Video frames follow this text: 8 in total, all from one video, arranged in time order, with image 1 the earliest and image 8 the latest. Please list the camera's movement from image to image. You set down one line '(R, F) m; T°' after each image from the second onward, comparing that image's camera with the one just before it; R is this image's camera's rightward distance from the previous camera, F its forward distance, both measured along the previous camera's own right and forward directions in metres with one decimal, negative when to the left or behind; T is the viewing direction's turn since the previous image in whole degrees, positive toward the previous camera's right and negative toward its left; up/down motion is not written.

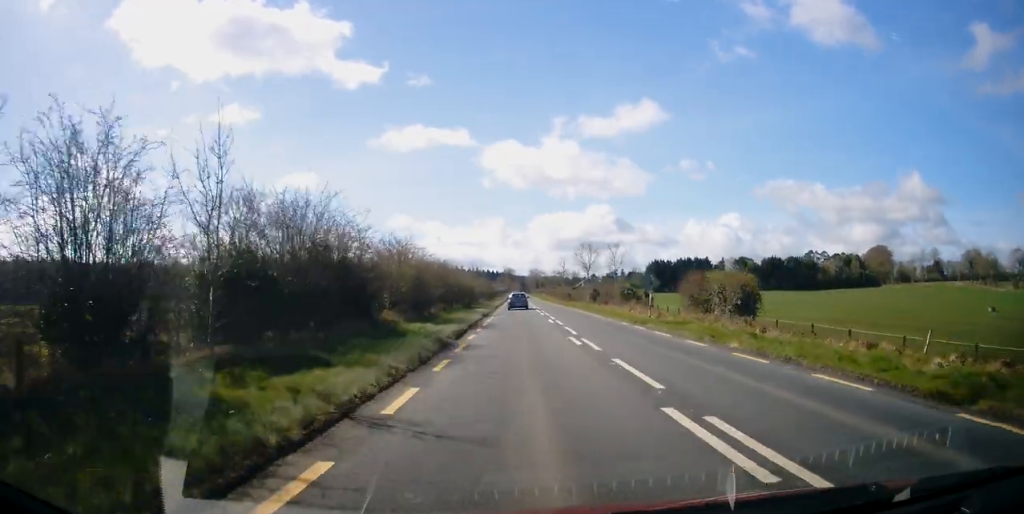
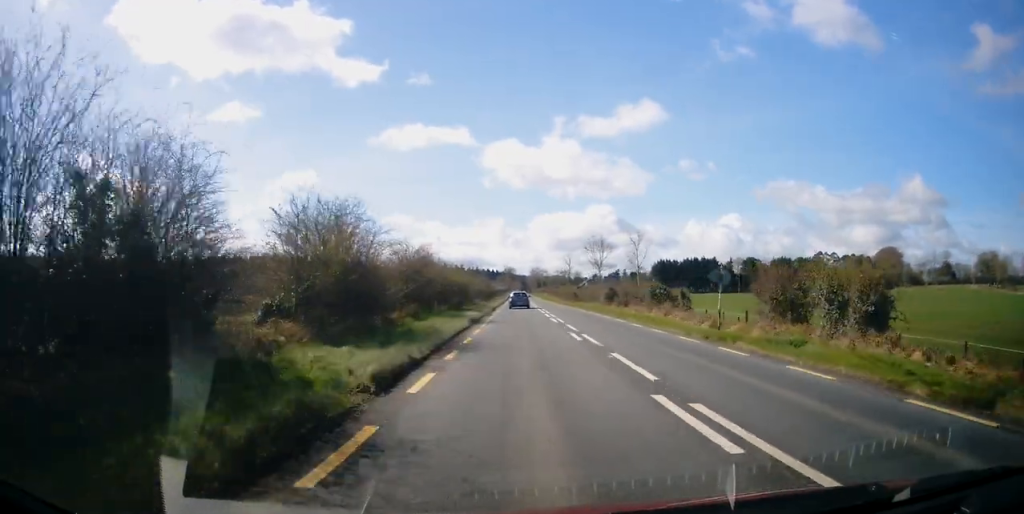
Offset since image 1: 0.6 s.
(-0.1, +10.9) m; 0°
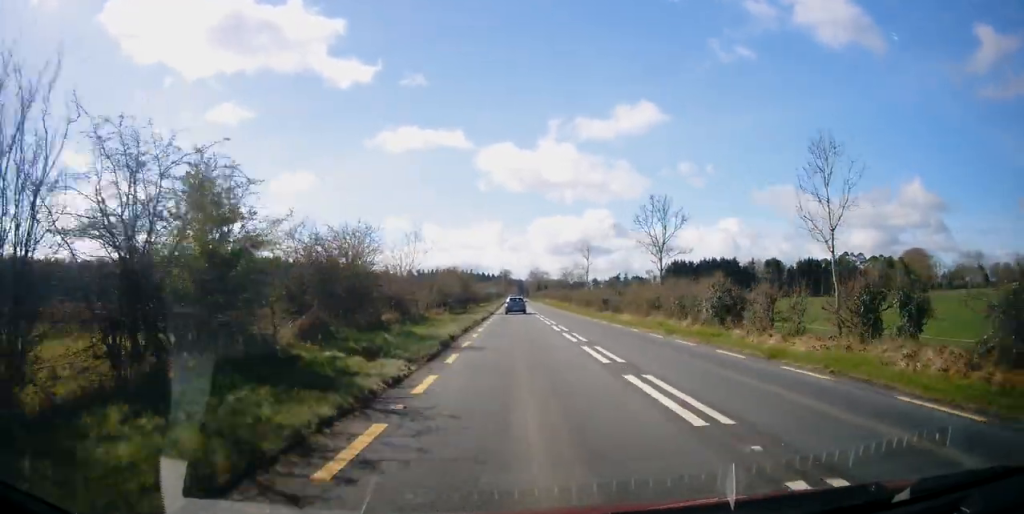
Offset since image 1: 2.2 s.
(+0.7, +32.2) m; +1°
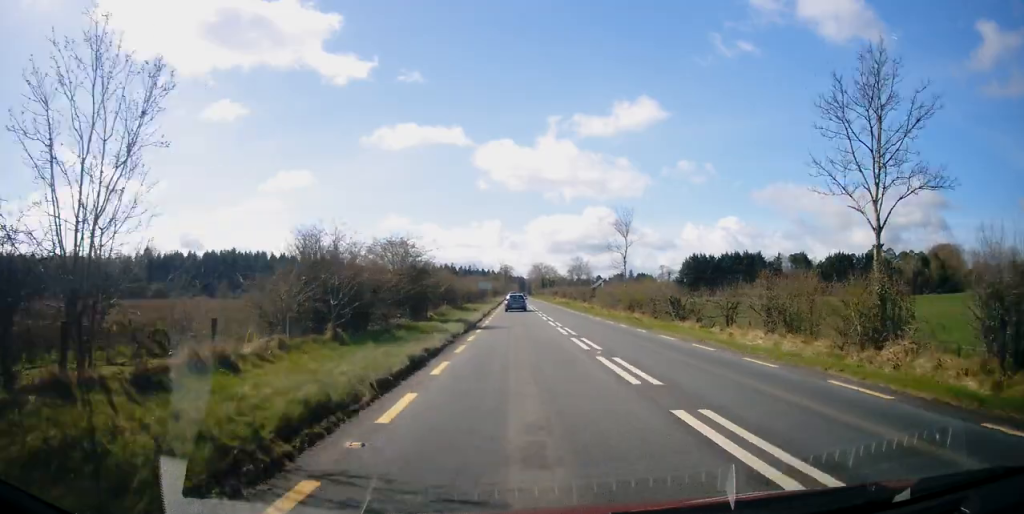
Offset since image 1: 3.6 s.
(-0.1, +26.5) m; 0°
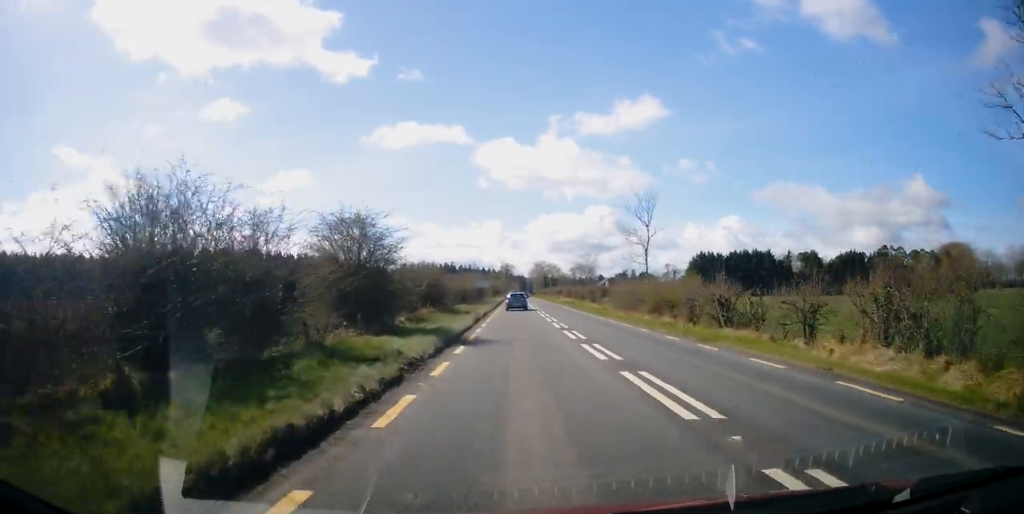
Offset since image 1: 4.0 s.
(0.0, +8.4) m; 0°
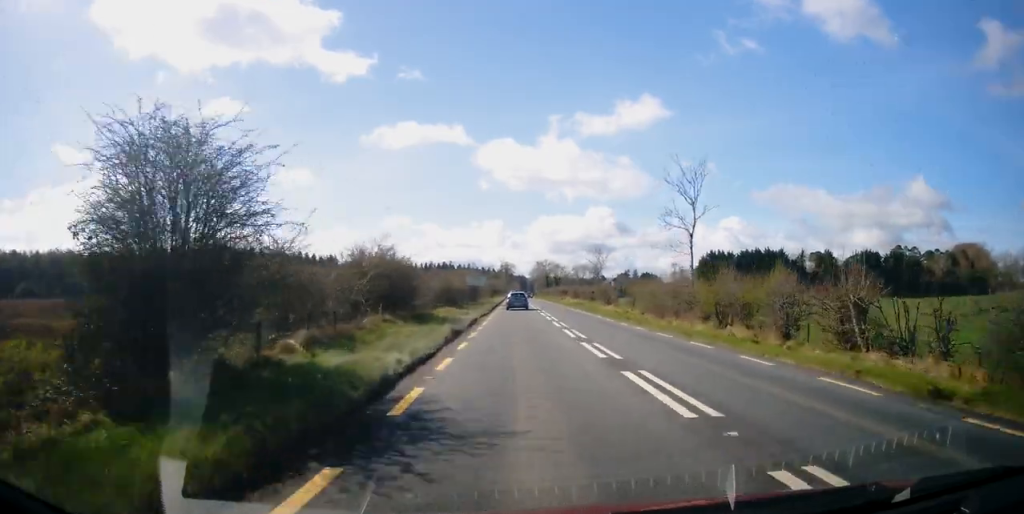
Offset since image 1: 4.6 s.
(0.0, +11.7) m; 0°
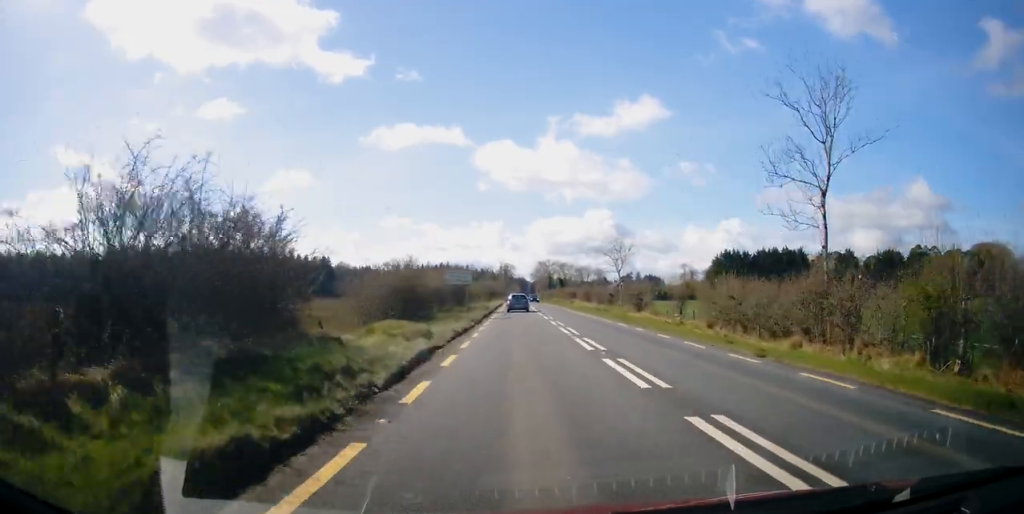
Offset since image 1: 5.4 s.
(0.0, +15.6) m; 0°
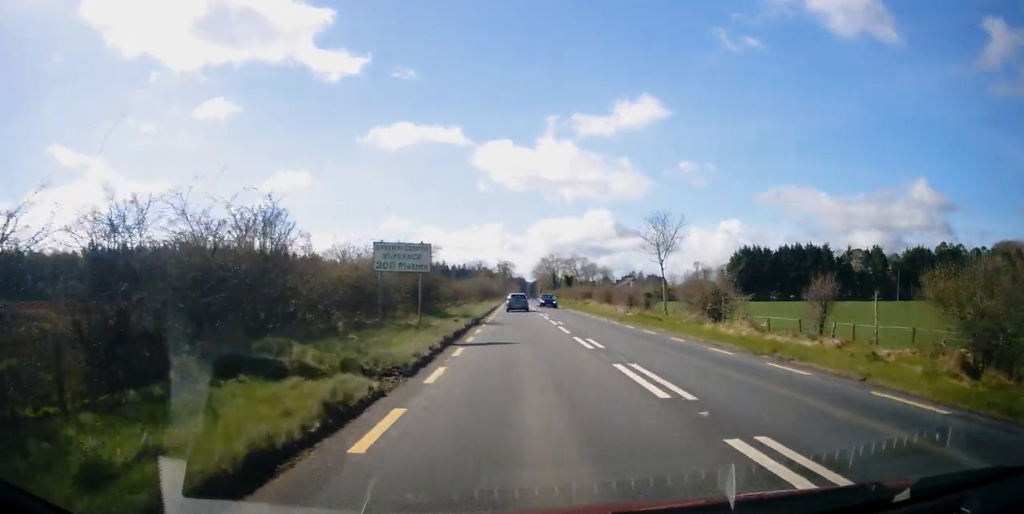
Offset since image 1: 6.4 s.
(0.0, +18.8) m; -1°
